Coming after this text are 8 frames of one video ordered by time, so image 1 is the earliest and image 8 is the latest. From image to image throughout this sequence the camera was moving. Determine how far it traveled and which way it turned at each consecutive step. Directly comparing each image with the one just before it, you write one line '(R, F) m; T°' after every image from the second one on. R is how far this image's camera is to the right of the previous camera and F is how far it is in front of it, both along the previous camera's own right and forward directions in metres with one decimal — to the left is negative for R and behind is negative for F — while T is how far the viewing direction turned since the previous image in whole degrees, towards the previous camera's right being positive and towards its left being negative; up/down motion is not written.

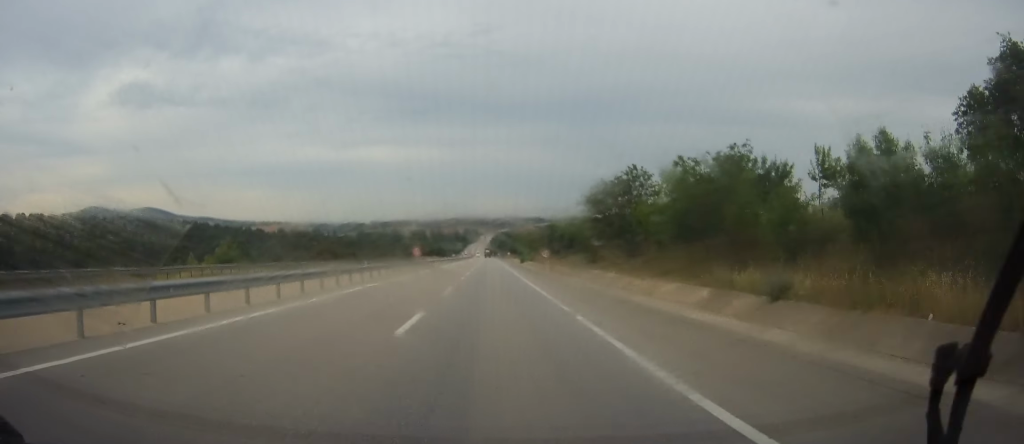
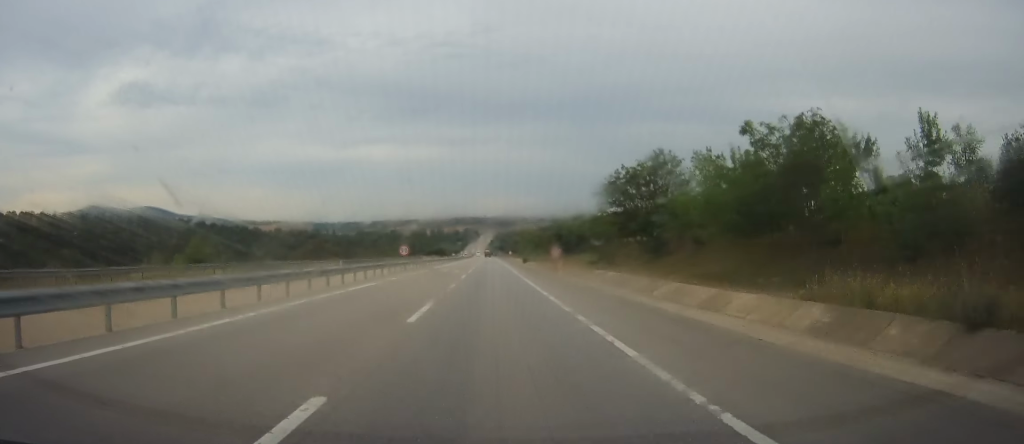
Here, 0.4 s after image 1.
(-0.1, +10.1) m; -1°
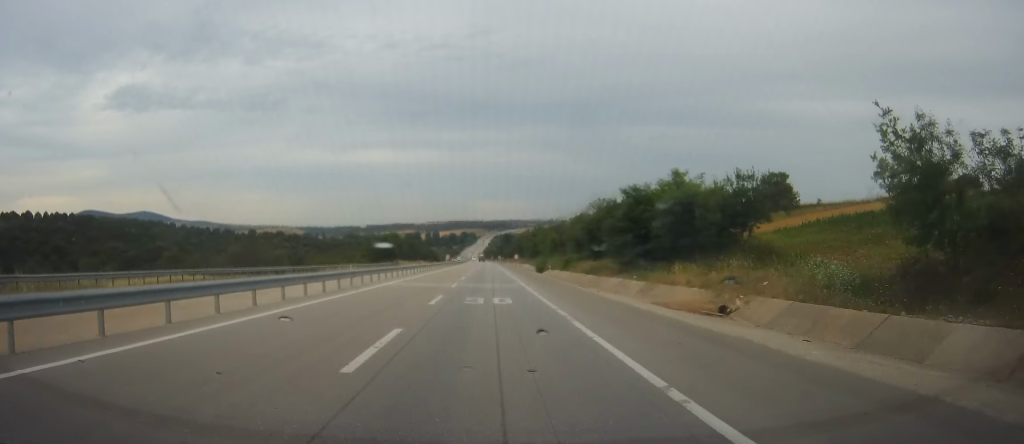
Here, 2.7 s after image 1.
(+0.9, +54.9) m; +1°
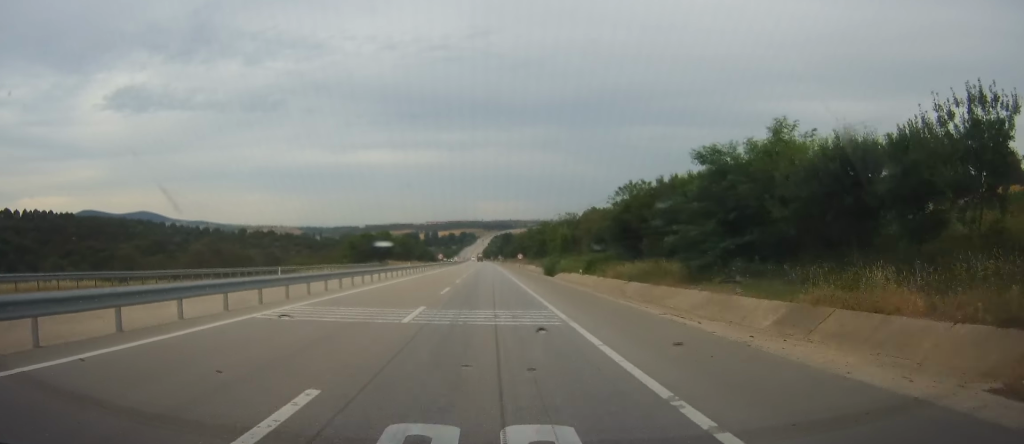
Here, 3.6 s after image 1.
(-0.4, +19.1) m; 0°
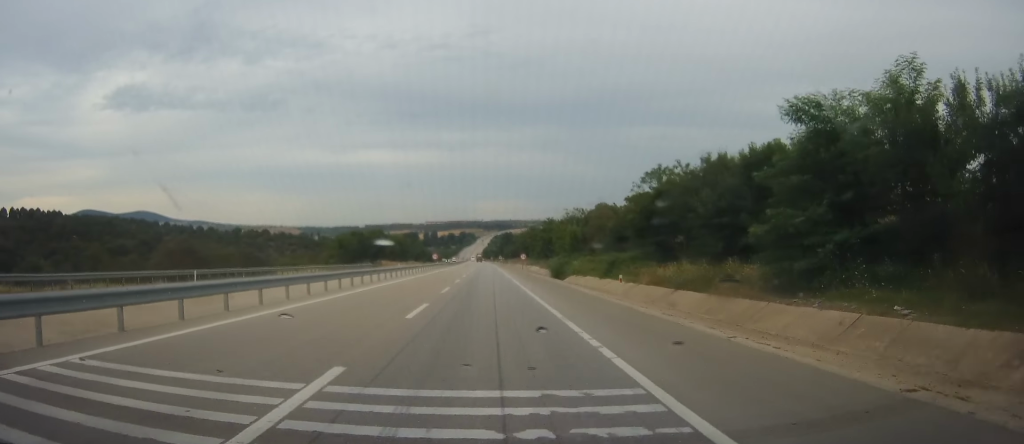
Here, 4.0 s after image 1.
(+0.2, +10.9) m; +1°
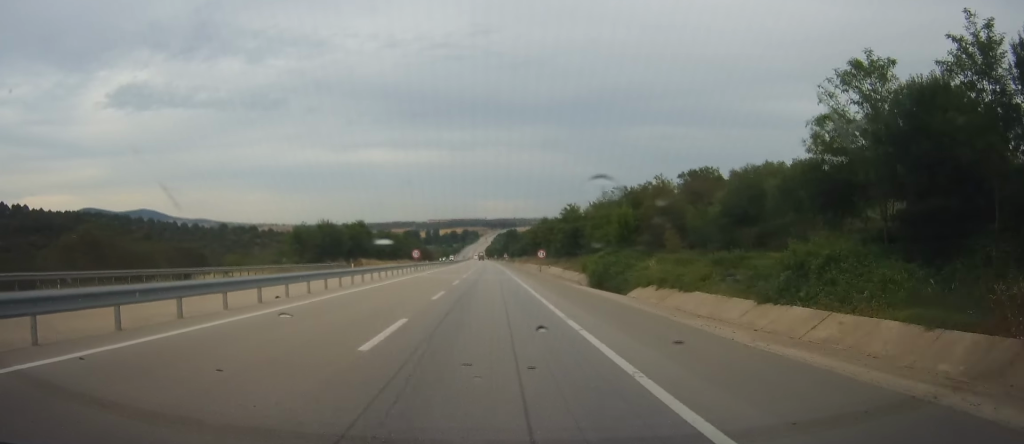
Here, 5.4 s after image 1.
(+0.3, +30.2) m; -1°
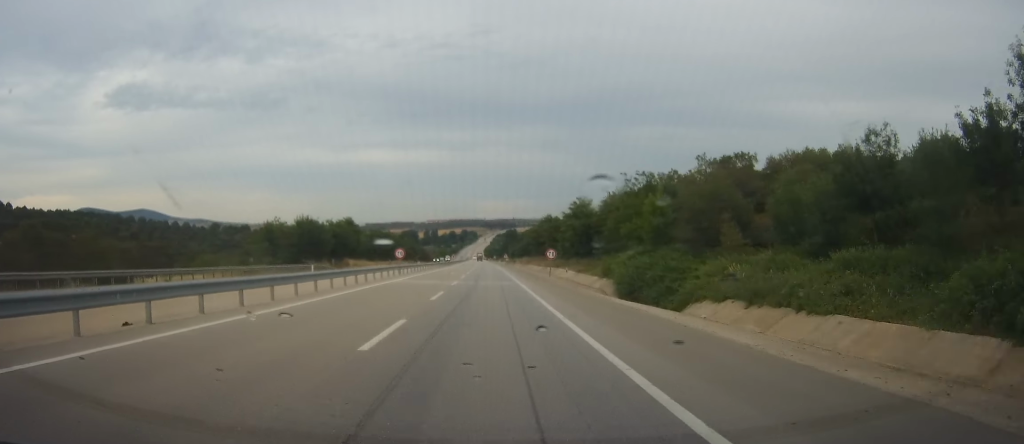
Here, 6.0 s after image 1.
(-0.3, +11.8) m; -1°
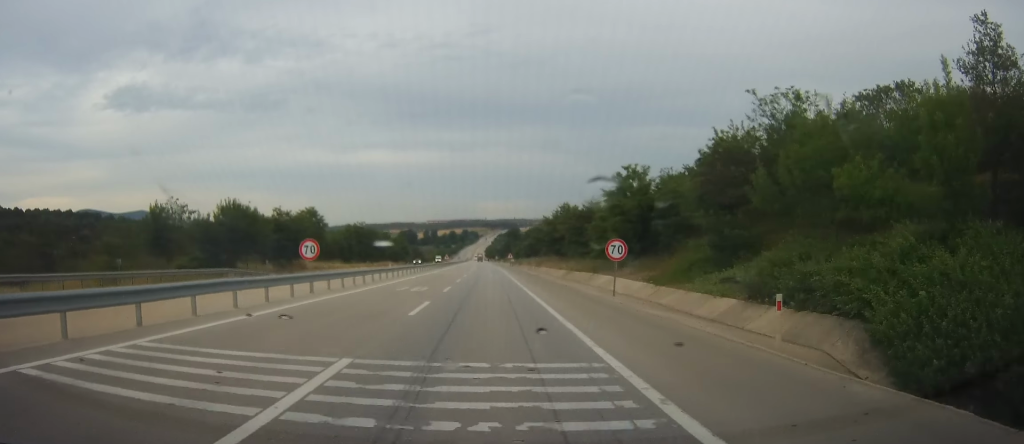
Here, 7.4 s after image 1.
(-0.4, +29.6) m; +1°
